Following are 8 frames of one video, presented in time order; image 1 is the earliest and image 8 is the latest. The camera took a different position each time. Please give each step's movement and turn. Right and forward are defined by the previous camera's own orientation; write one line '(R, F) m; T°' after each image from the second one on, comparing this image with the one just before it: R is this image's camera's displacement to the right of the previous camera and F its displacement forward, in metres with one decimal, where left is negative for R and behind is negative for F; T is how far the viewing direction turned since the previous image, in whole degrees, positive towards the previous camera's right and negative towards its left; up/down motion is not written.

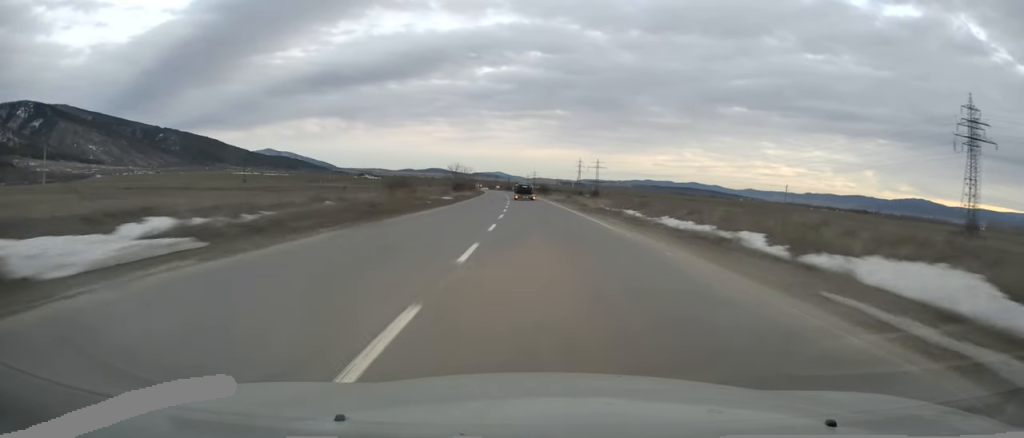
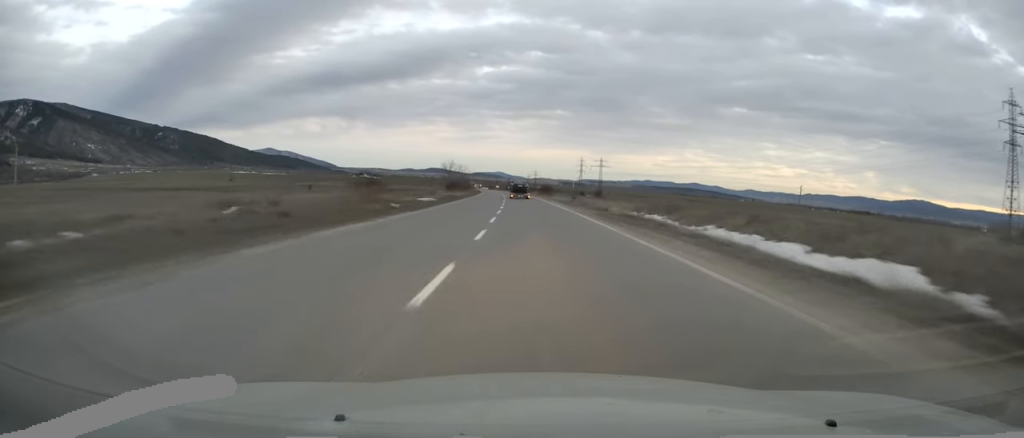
(+0.1, +11.6) m; 0°
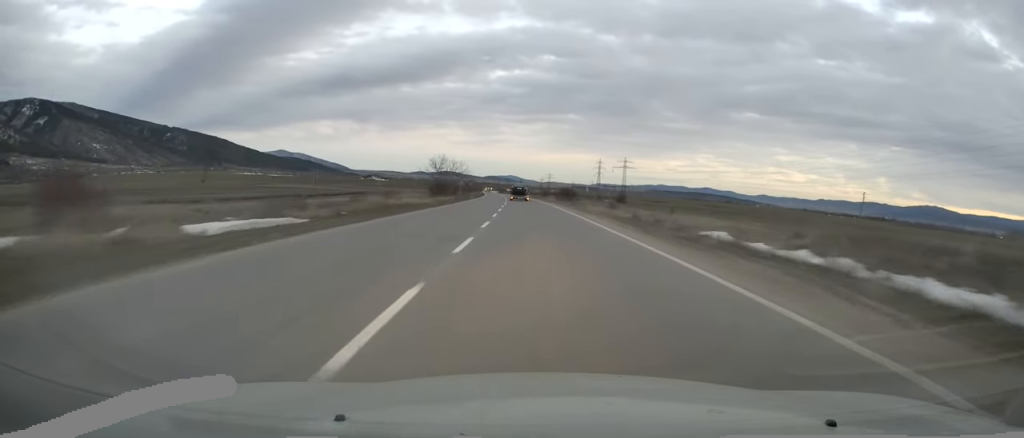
(-0.6, +33.2) m; -1°
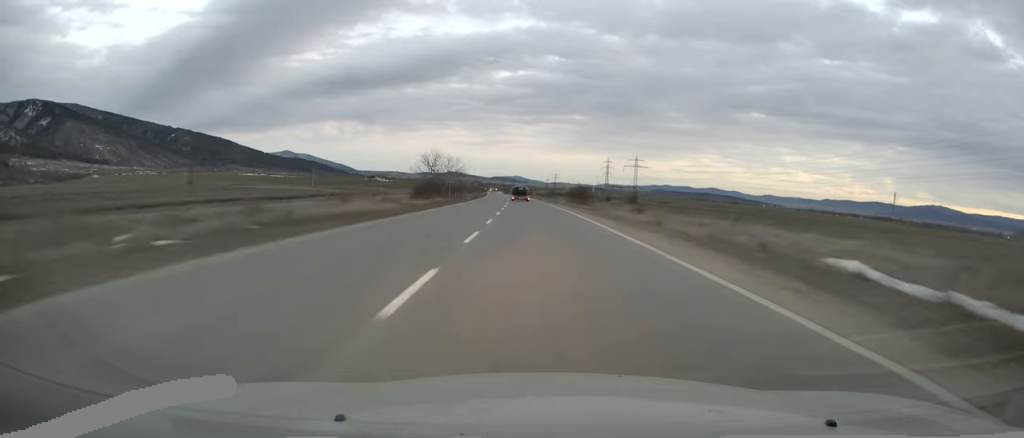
(-0.1, +13.3) m; 0°
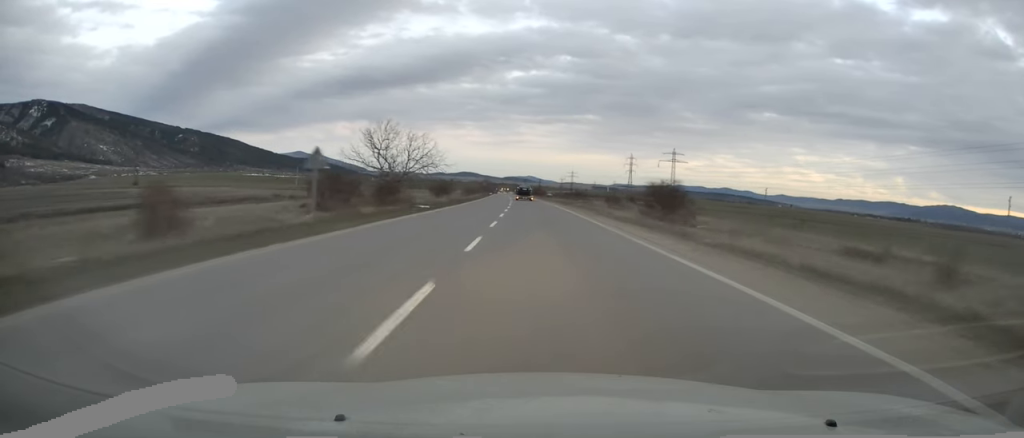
(-0.5, +39.8) m; -1°
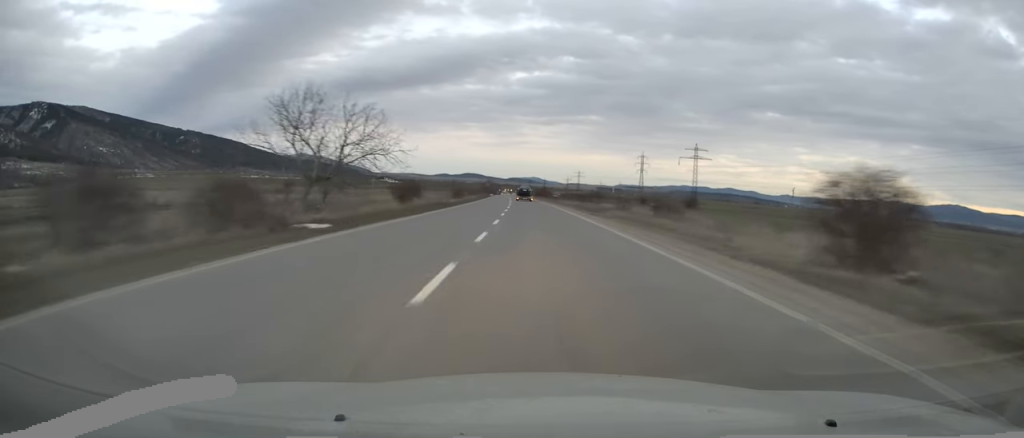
(-0.1, +20.8) m; 0°
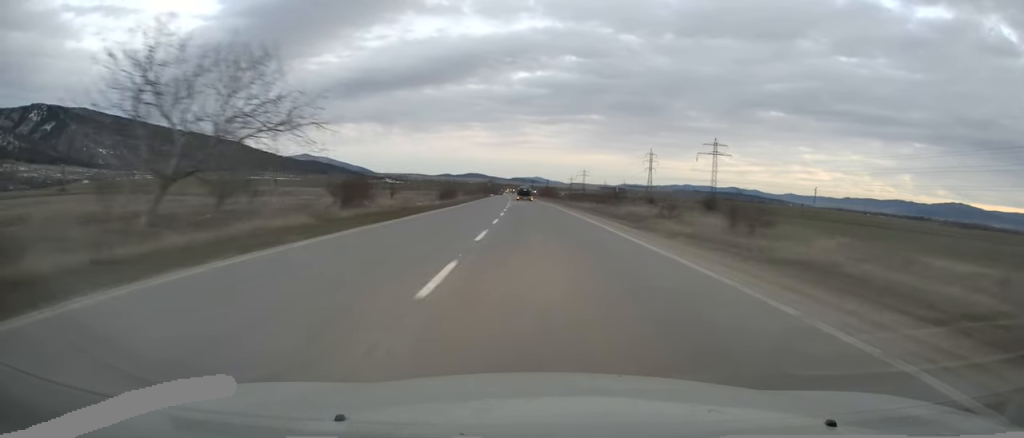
(+0.2, +15.0) m; 0°
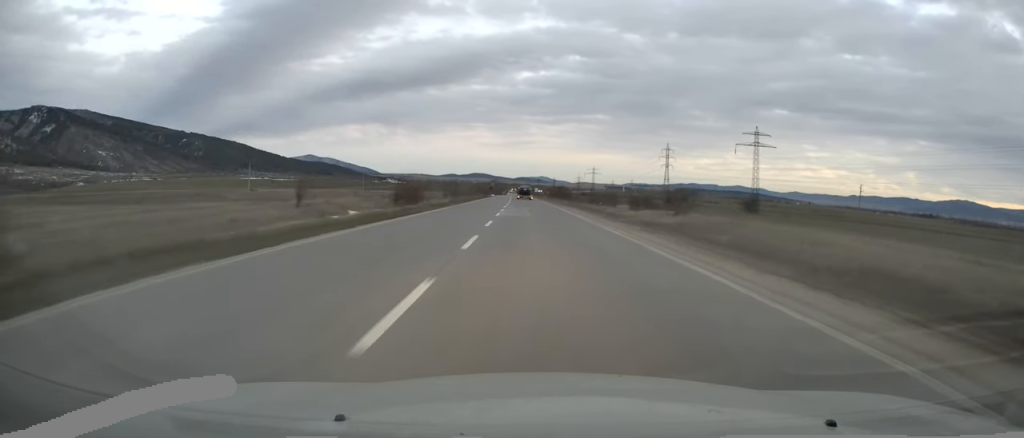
(-0.4, +25.1) m; -1°
